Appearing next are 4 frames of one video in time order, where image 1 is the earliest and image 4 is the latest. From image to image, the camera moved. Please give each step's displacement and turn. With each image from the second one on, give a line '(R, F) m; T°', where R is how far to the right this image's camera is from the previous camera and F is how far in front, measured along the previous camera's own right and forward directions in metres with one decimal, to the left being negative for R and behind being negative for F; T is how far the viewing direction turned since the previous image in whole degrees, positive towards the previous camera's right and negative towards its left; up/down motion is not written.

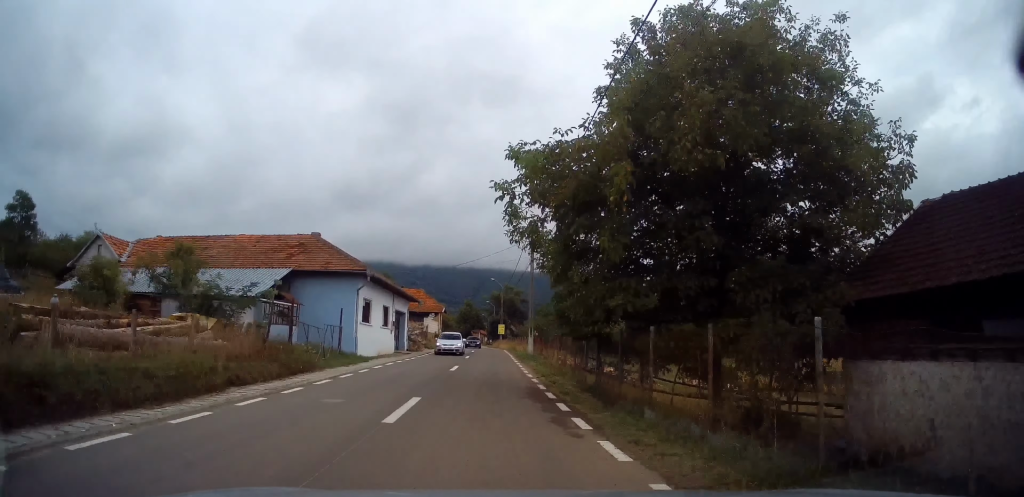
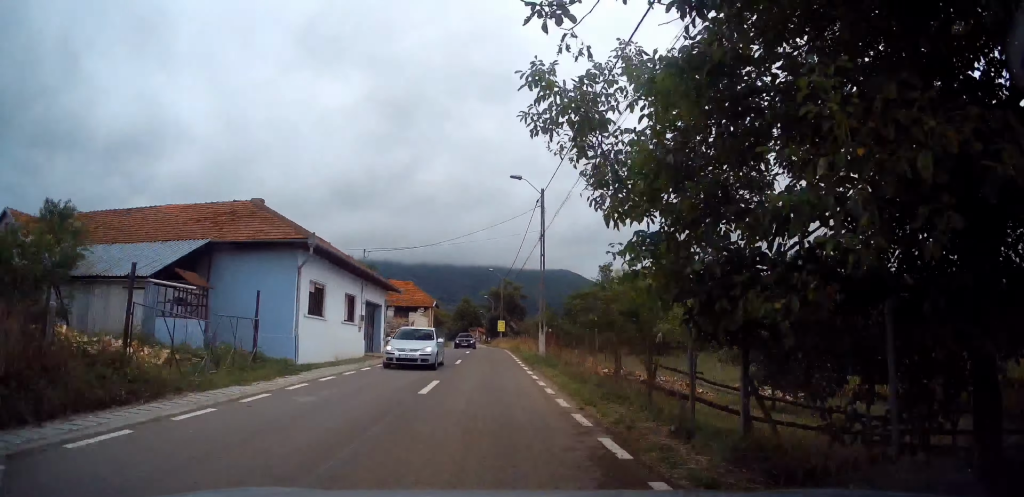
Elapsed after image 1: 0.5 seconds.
(0.0, +8.1) m; 0°
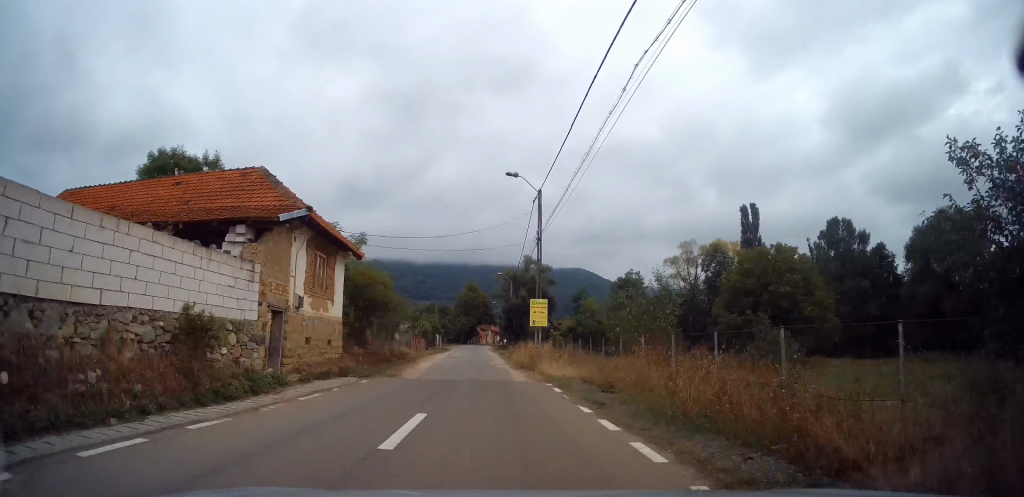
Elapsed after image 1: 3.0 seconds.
(+0.4, +38.6) m; -2°
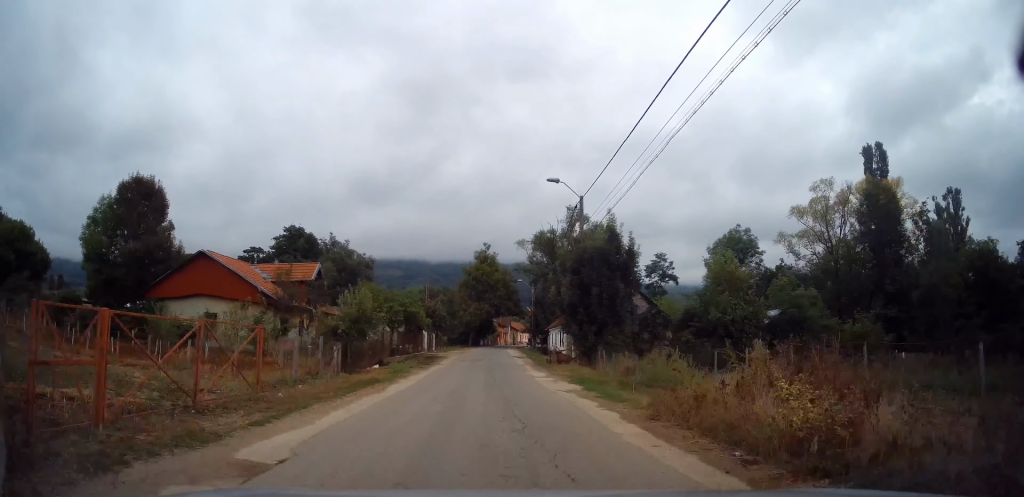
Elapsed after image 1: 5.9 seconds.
(-1.2, +38.2) m; -1°
